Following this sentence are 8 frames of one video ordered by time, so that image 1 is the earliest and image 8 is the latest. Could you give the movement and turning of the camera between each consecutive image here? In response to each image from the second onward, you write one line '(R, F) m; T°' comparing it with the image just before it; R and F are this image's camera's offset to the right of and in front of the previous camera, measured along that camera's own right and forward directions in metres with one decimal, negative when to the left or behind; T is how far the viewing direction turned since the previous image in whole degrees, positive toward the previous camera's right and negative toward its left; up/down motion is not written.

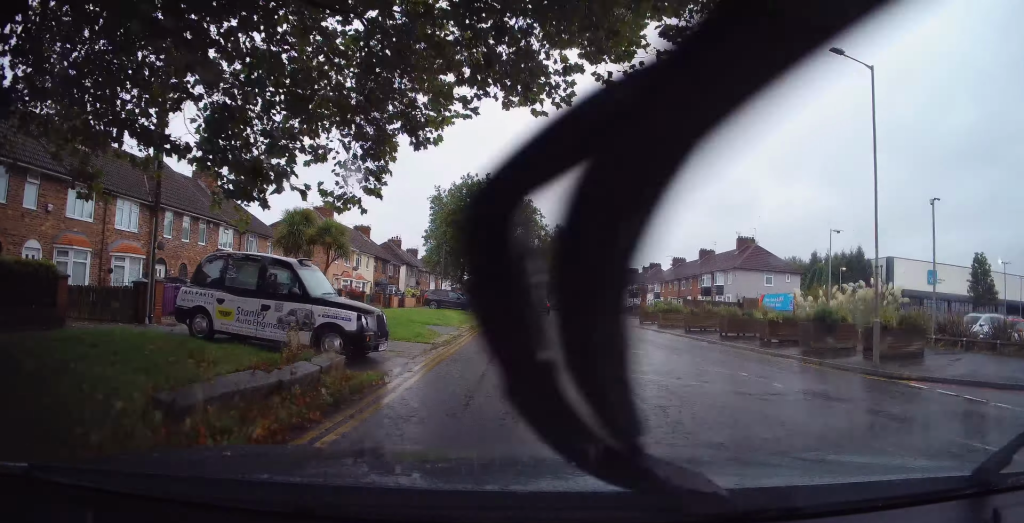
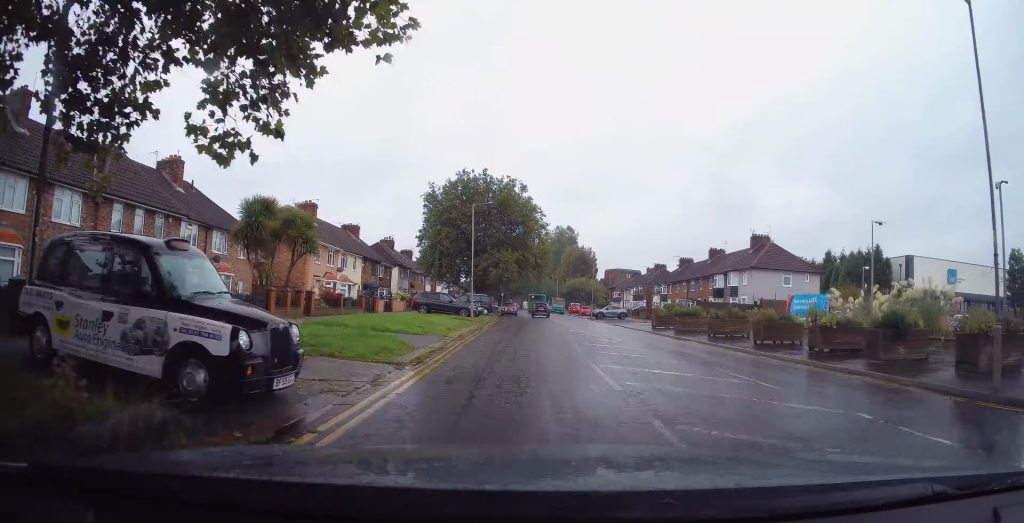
(+0.2, +4.5) m; +1°
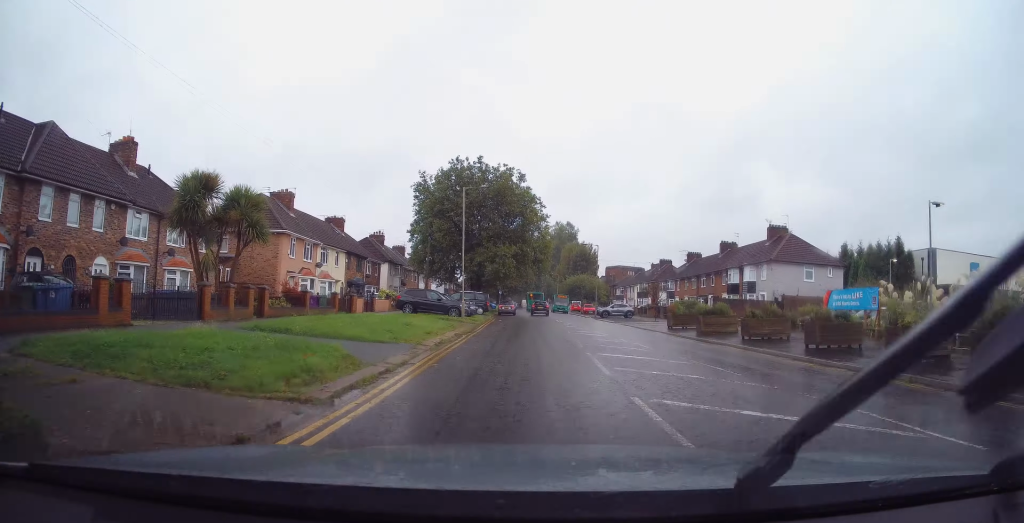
(+0.3, +4.9) m; +1°
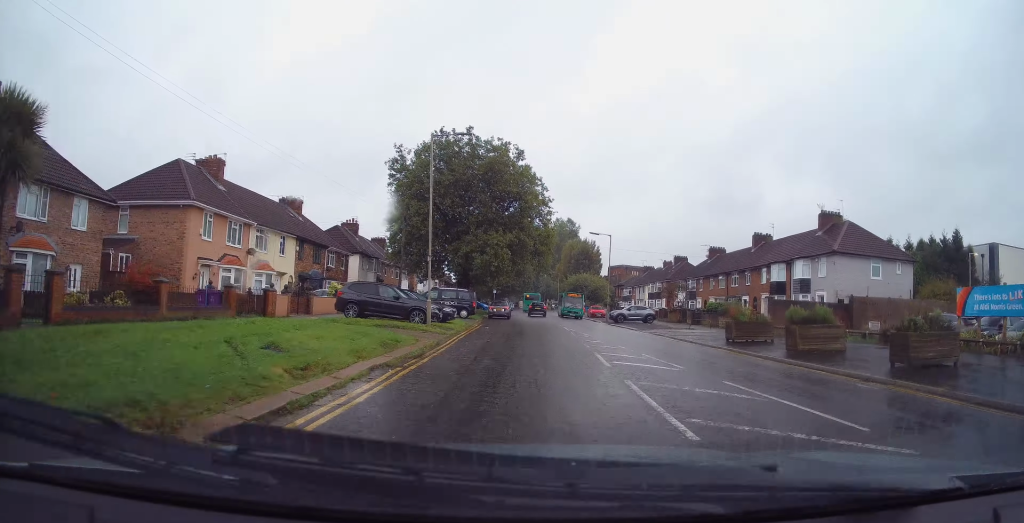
(-0.2, +11.3) m; 0°
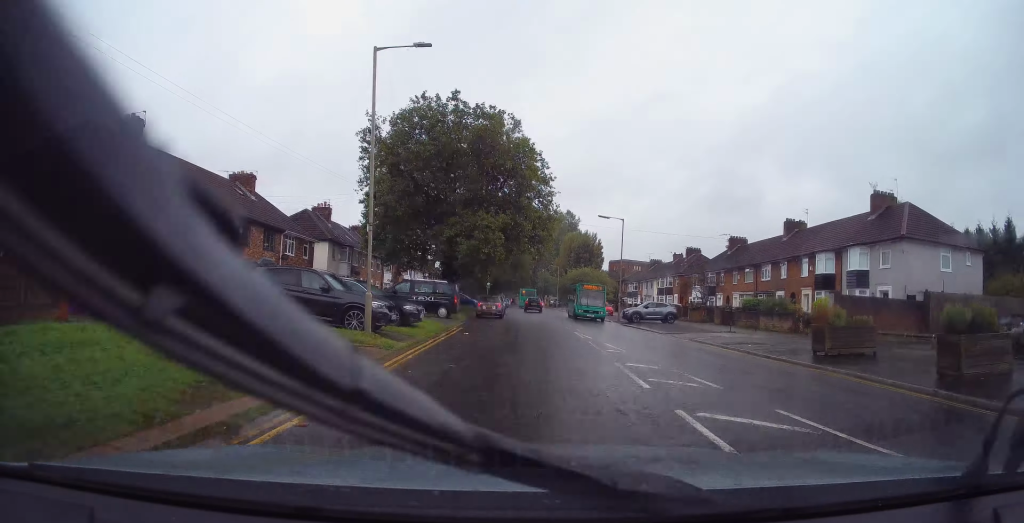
(+0.2, +8.5) m; 0°
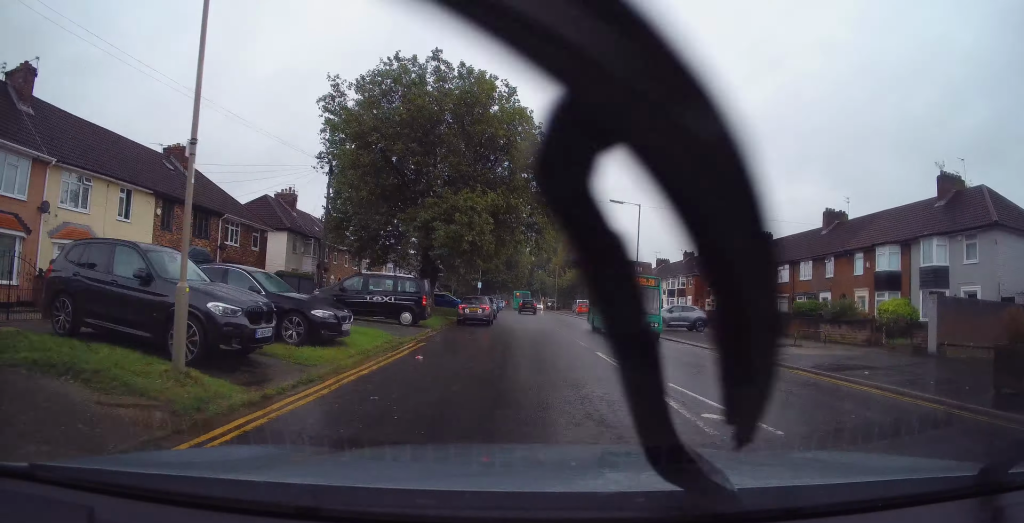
(0.0, +8.2) m; 0°
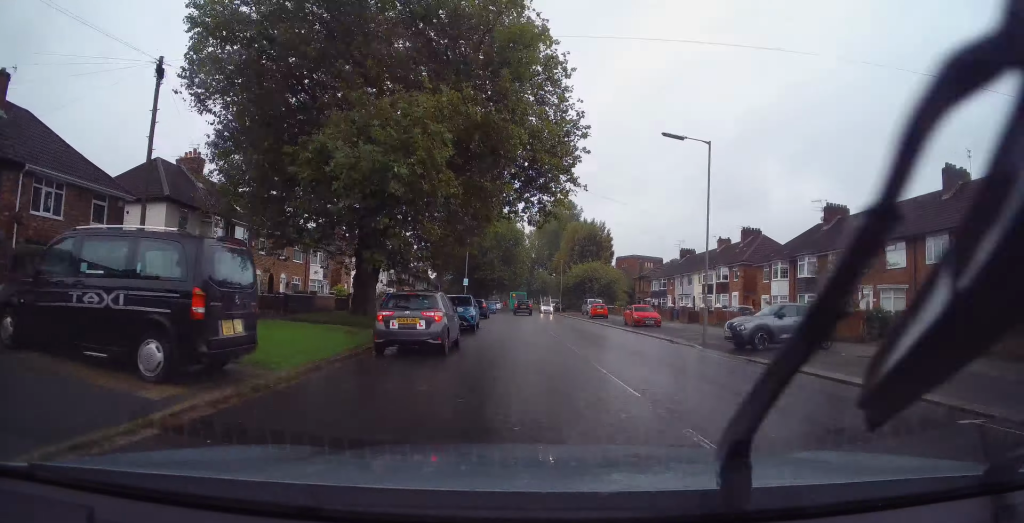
(+0.1, +15.1) m; +1°
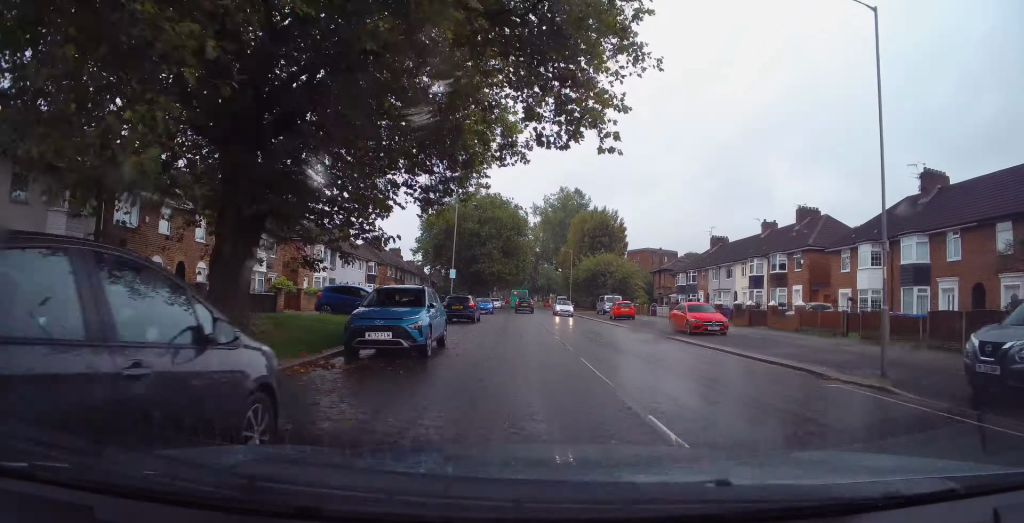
(+0.1, +11.8) m; -1°
